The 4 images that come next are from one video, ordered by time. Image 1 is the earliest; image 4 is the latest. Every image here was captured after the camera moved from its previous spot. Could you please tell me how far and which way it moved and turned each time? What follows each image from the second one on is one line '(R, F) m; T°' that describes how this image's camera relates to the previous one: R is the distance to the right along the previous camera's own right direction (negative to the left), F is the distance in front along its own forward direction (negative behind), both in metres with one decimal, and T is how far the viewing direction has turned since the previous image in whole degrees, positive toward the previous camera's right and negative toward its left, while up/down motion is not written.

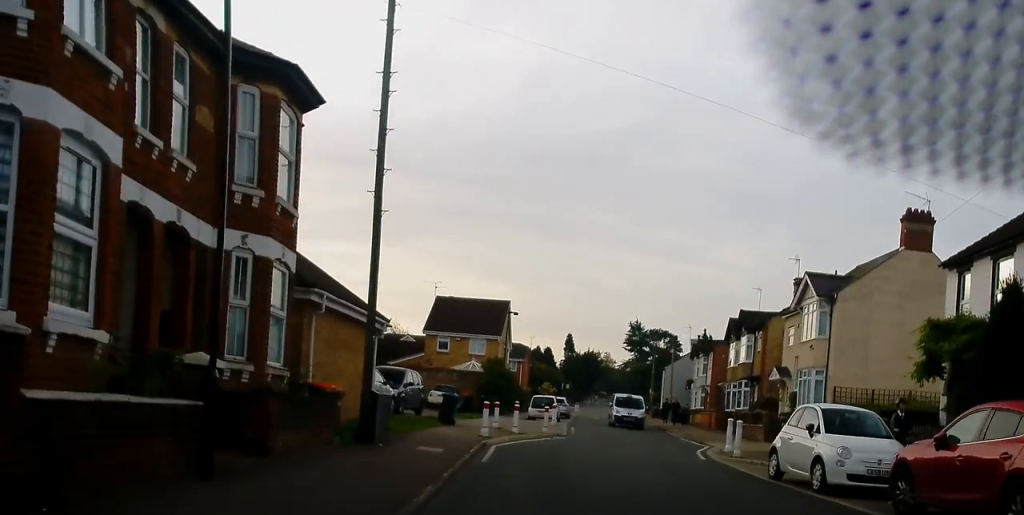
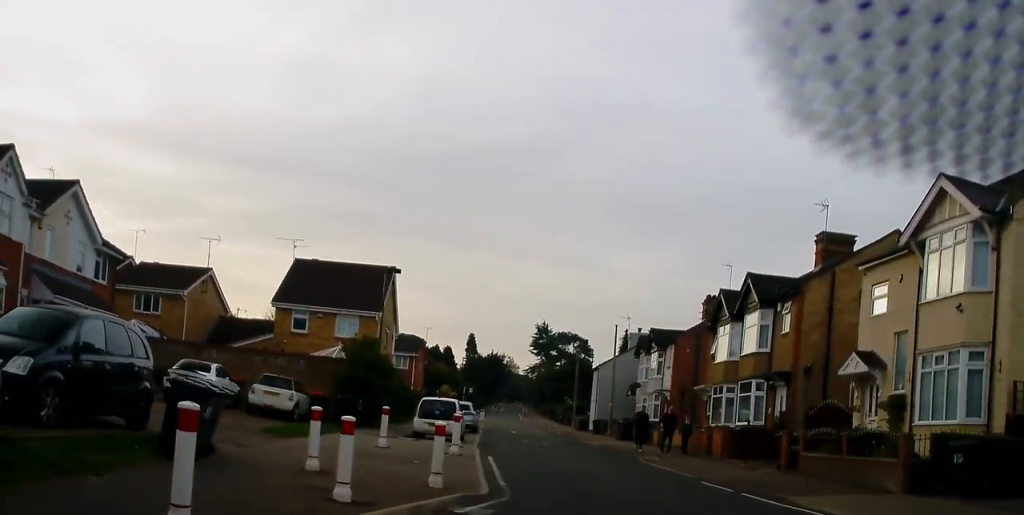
(+0.7, +17.6) m; +8°
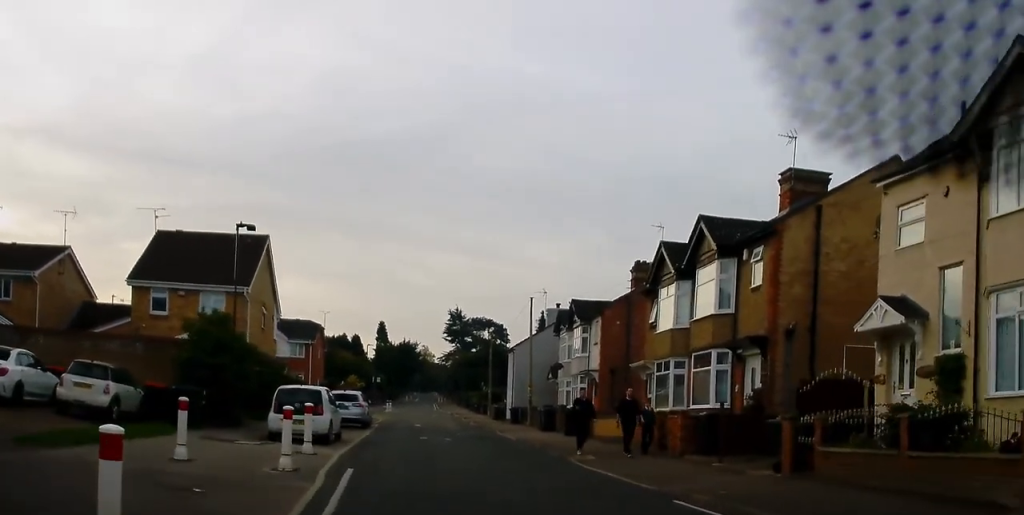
(+0.2, +6.8) m; +1°
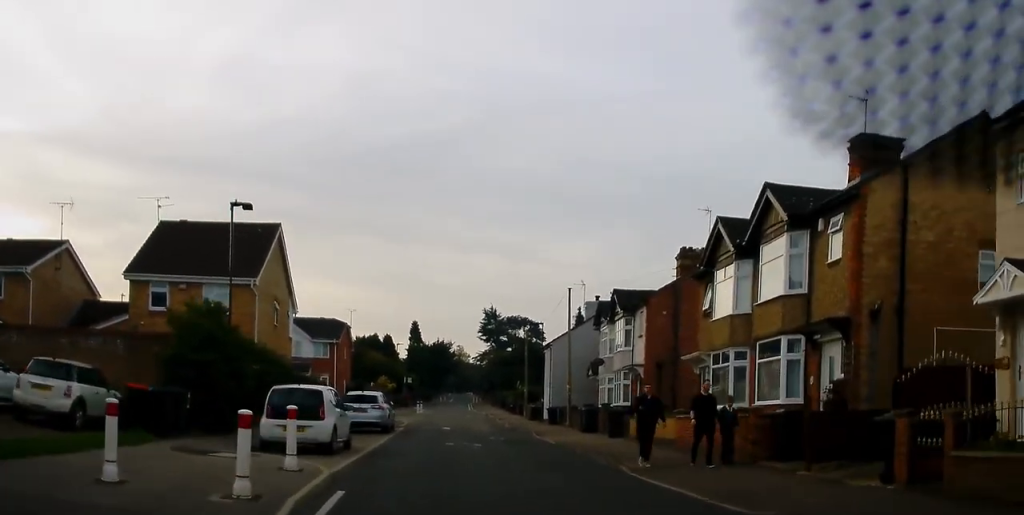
(0.0, +3.2) m; 0°
